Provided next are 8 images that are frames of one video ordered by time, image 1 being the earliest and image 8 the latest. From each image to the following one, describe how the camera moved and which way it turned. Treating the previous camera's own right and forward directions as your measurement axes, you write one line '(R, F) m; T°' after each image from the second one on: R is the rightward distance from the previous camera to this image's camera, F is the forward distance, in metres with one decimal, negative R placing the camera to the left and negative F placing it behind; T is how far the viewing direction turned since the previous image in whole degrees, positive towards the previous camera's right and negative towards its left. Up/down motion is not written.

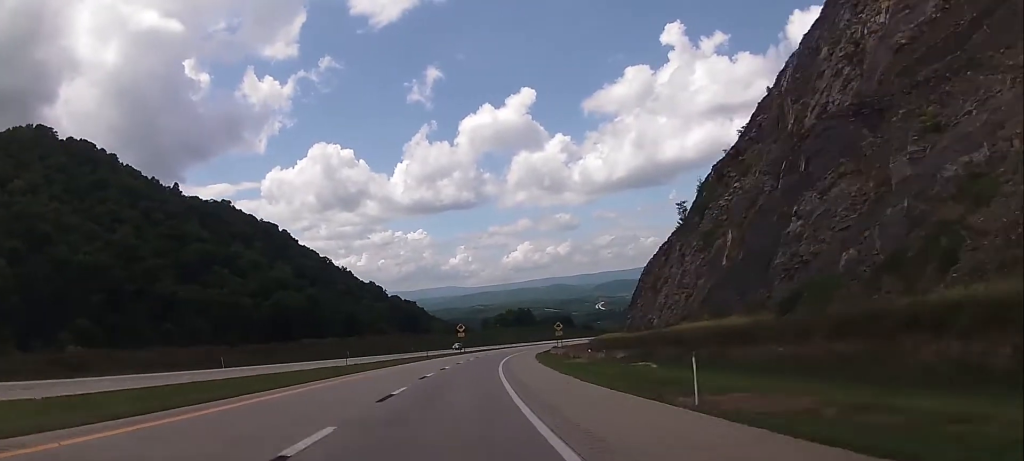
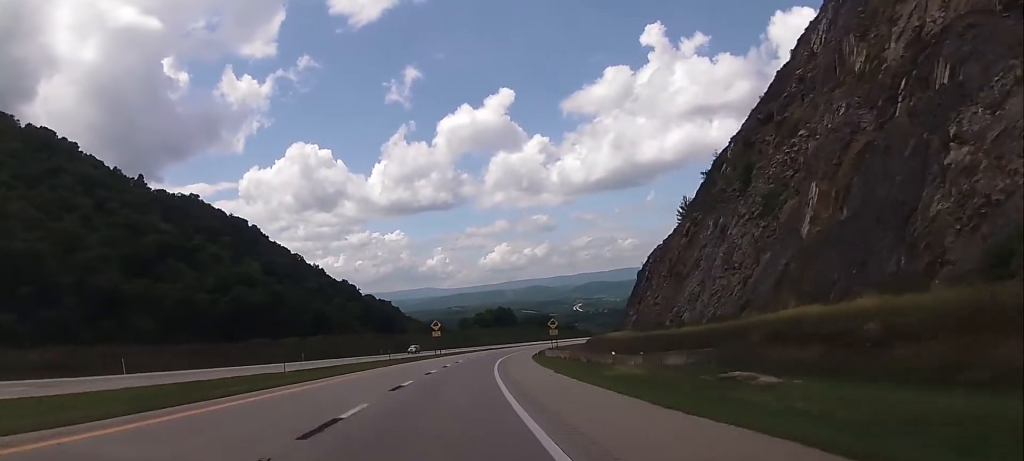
(-0.2, +19.7) m; +2°
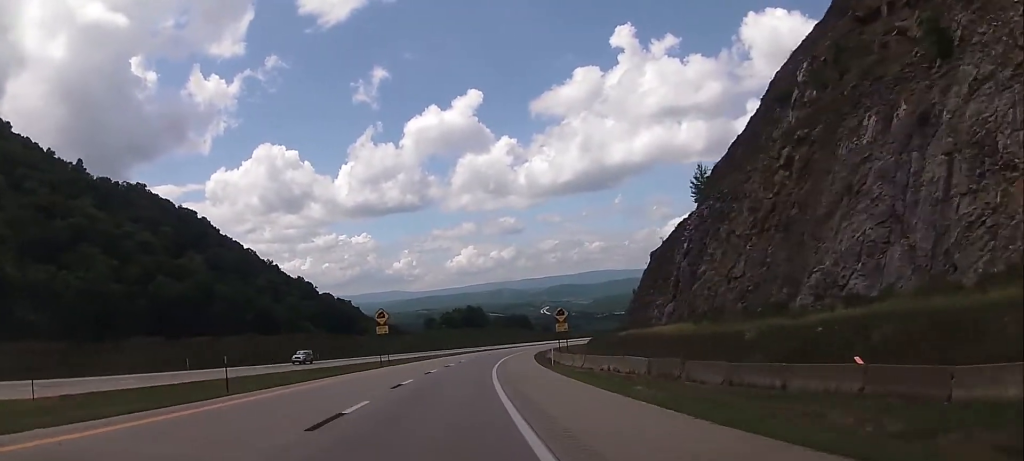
(+1.8, +35.0) m; +3°
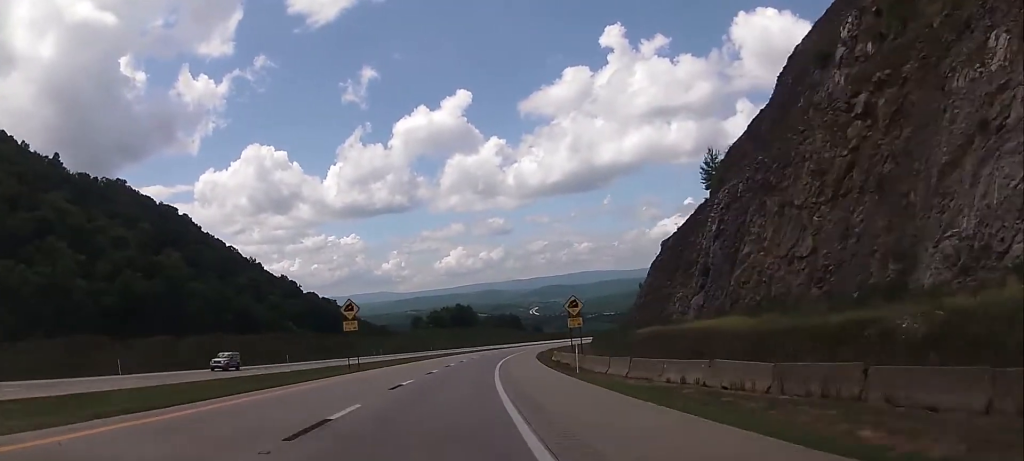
(0.0, +13.1) m; +1°
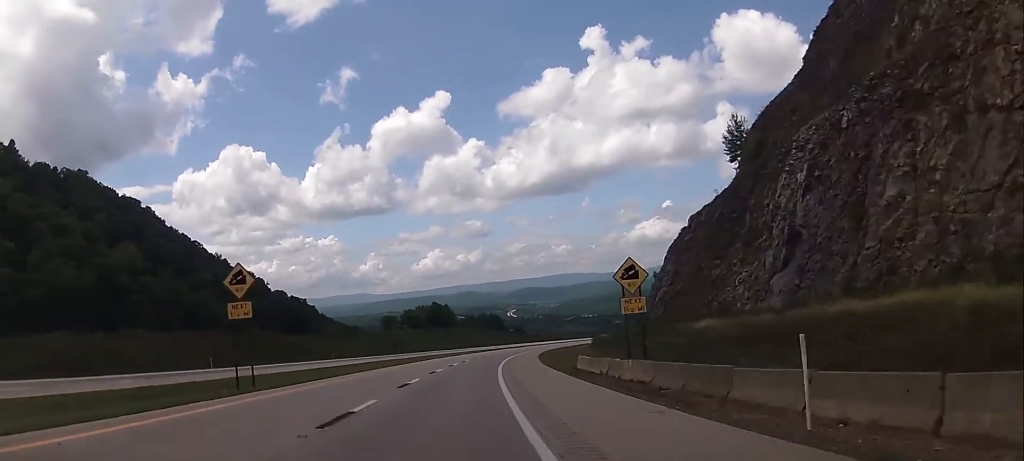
(0.0, +23.0) m; +2°
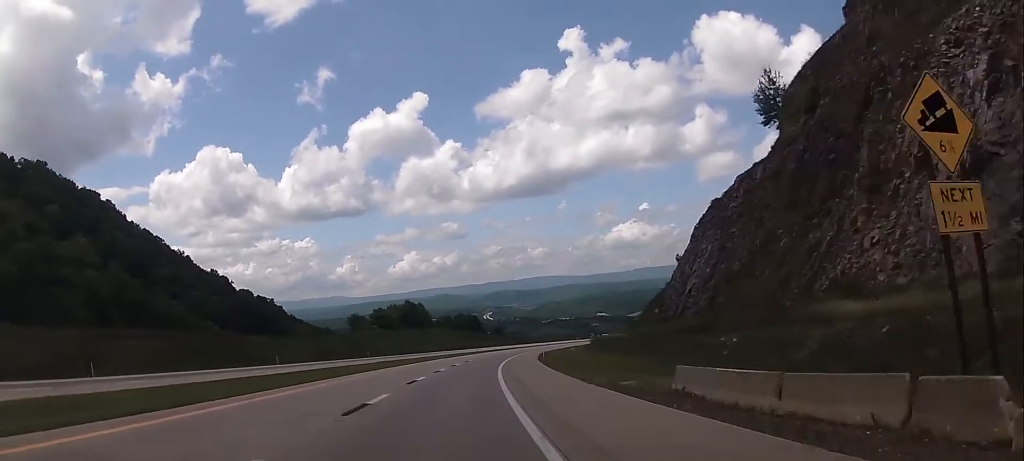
(+0.6, +21.9) m; +2°
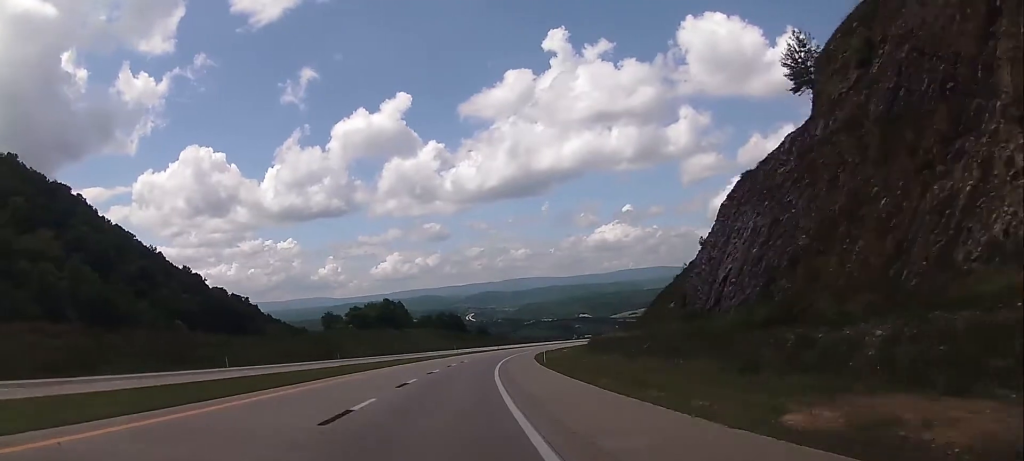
(+0.2, +14.2) m; +1°
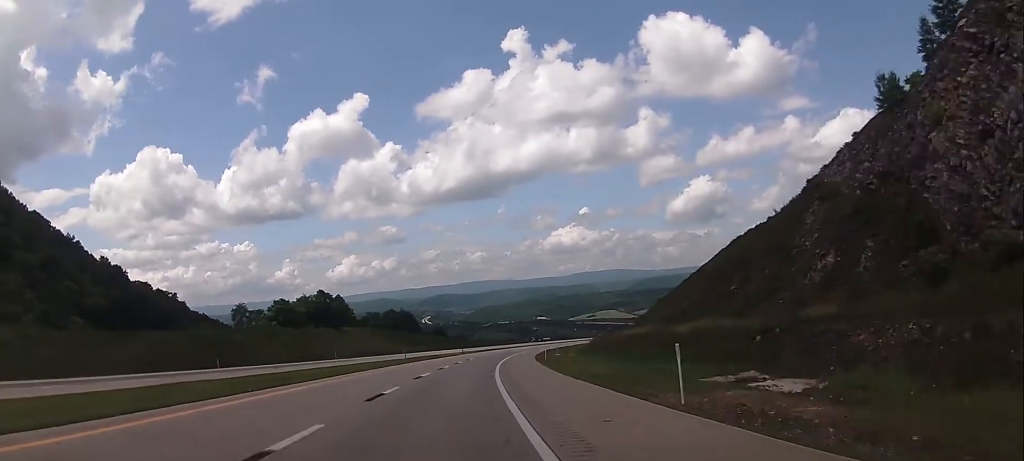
(+1.3, +42.8) m; +4°
